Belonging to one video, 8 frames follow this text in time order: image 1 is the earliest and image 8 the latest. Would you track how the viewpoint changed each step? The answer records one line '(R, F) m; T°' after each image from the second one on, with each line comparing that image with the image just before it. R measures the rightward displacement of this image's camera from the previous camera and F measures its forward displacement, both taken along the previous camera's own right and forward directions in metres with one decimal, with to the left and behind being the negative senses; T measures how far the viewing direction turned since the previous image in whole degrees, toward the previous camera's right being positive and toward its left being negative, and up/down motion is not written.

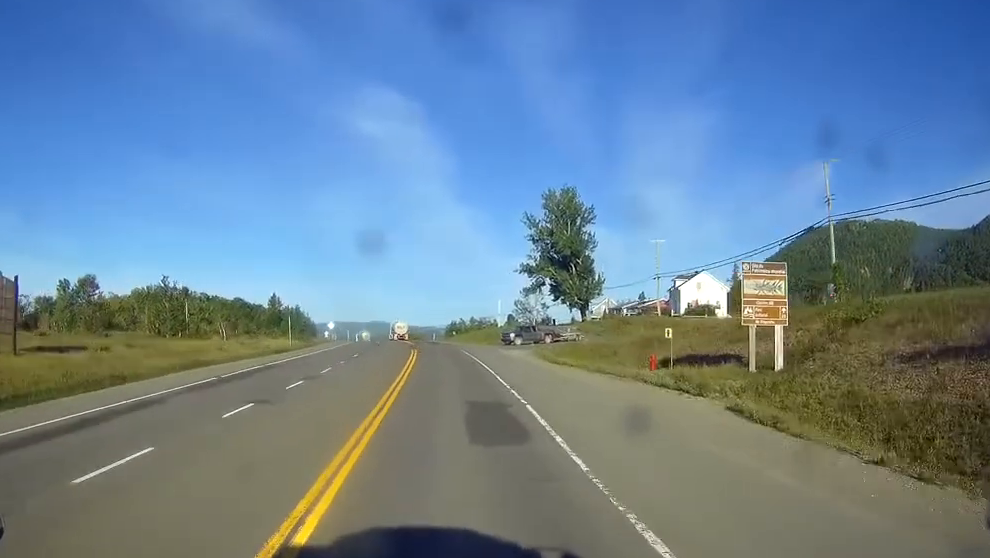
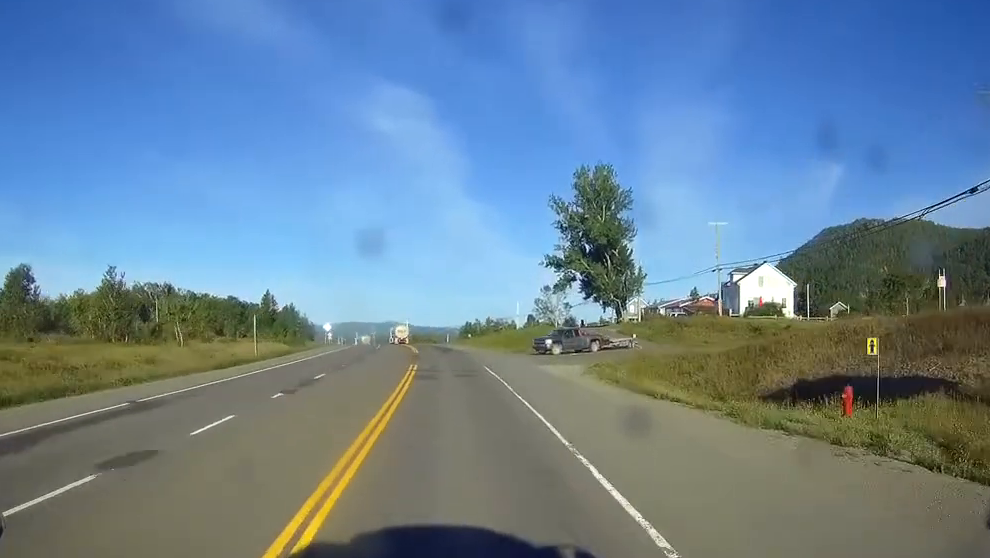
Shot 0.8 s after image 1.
(-0.2, +20.5) m; -1°
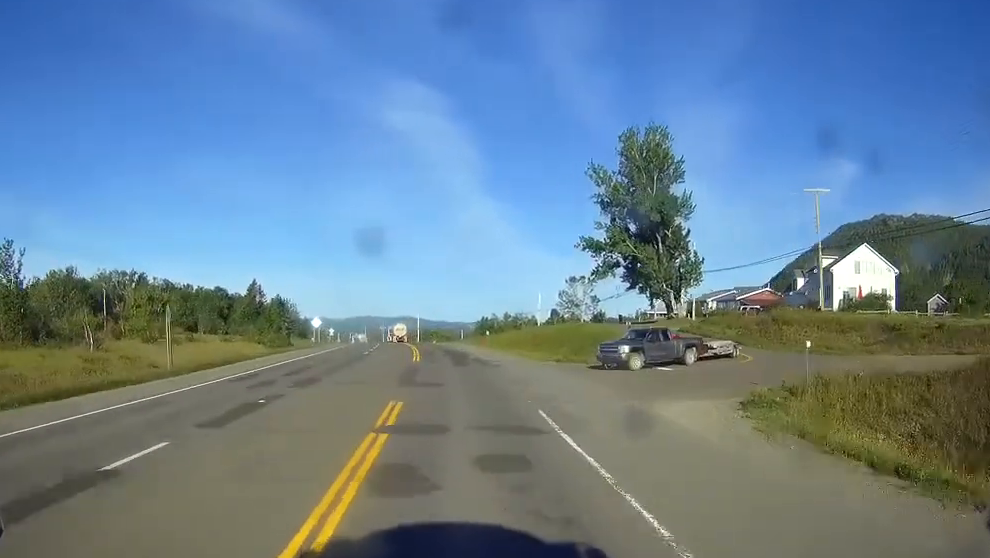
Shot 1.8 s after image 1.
(-0.3, +23.1) m; -1°
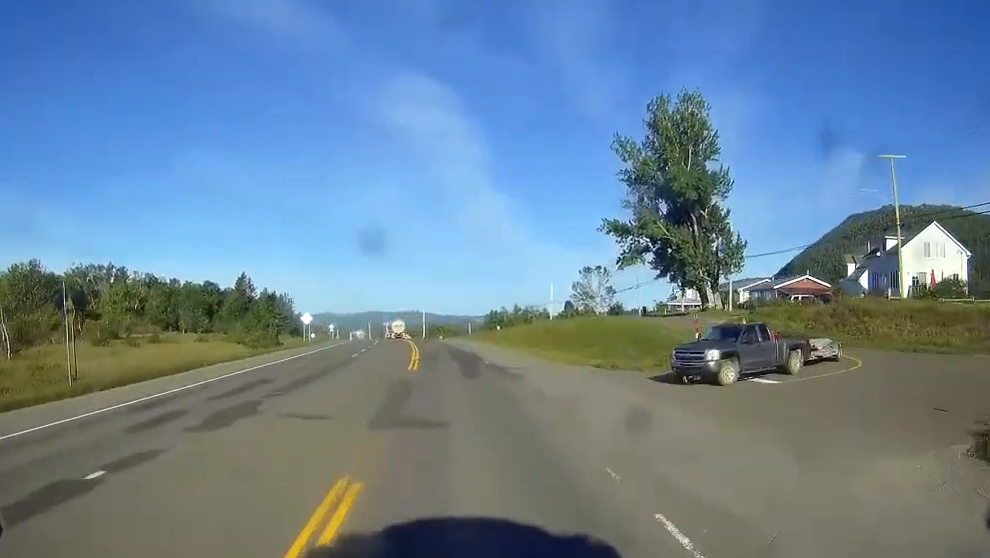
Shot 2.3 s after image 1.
(0.0, +12.5) m; 0°
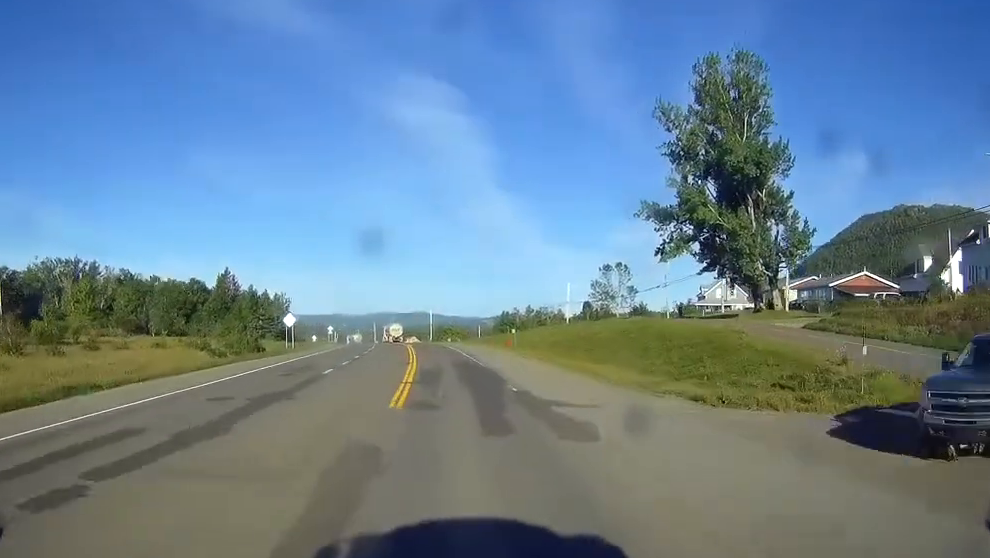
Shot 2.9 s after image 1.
(0.0, +15.0) m; 0°
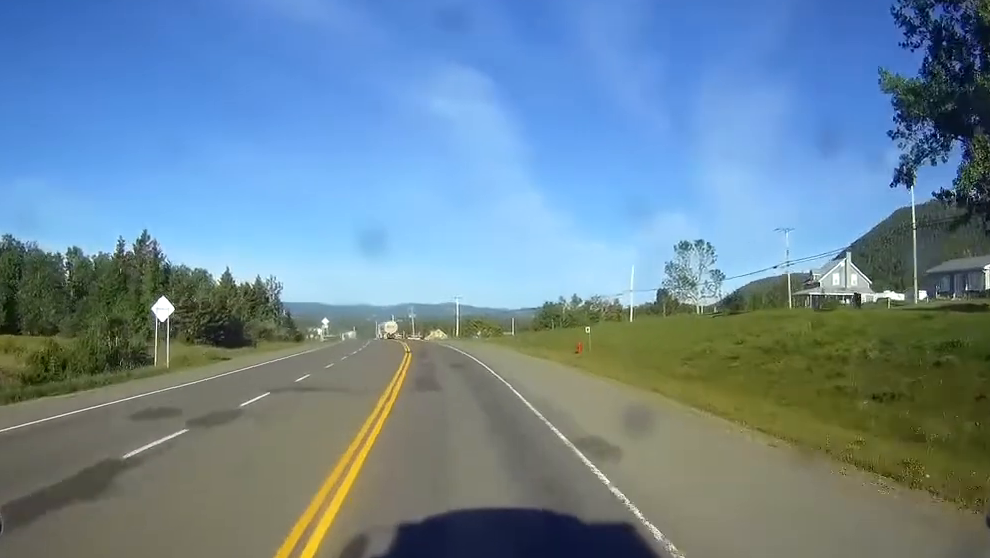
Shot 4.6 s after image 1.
(-0.5, +43.0) m; -2°
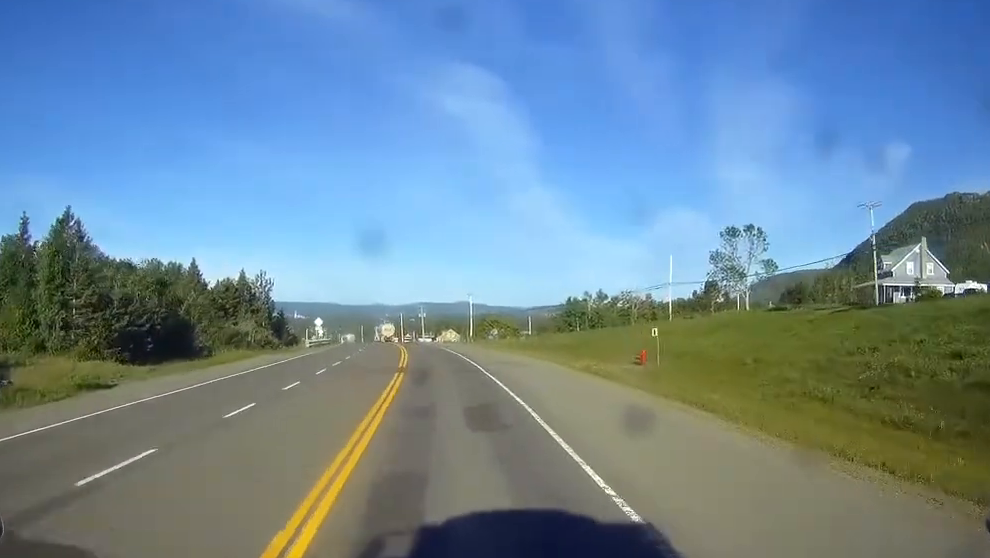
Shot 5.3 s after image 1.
(-0.2, +19.7) m; -1°
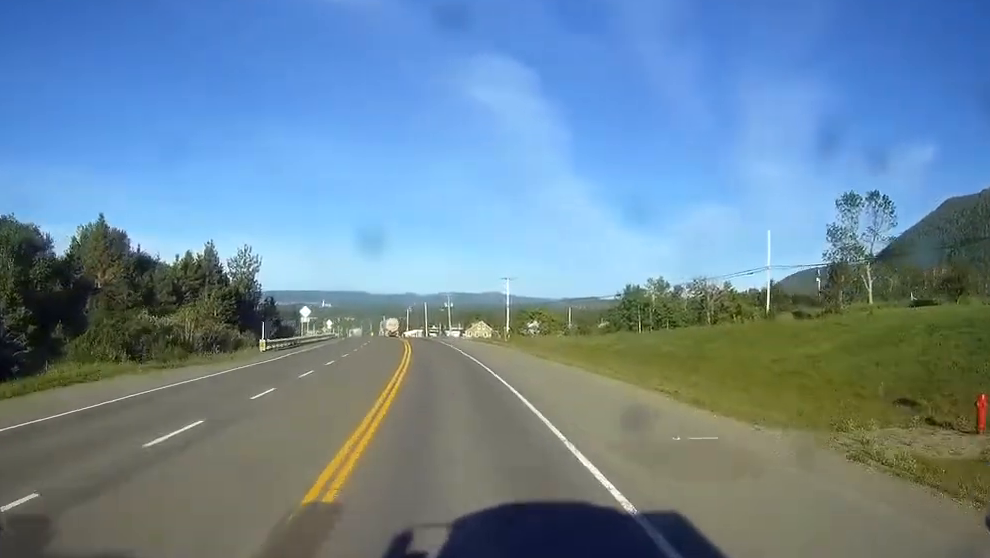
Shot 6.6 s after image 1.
(-0.3, +32.0) m; -2°
